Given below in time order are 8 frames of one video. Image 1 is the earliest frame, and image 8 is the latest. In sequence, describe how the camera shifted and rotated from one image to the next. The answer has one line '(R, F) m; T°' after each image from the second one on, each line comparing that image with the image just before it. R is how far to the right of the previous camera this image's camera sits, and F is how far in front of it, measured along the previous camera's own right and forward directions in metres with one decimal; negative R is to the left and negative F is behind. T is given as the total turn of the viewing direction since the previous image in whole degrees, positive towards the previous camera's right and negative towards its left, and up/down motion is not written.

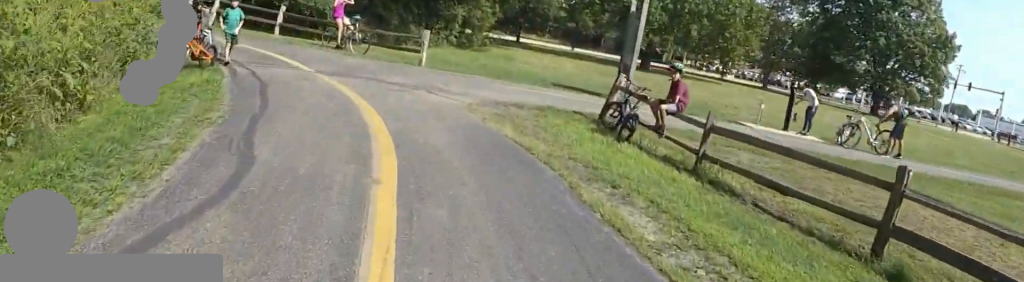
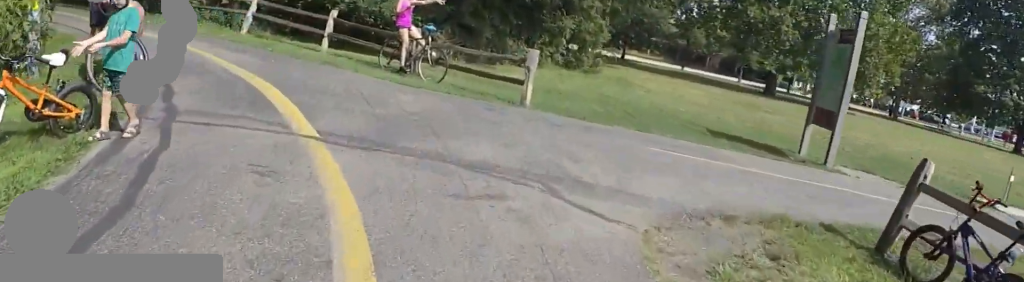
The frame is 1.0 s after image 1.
(-0.7, +5.9) m; -15°
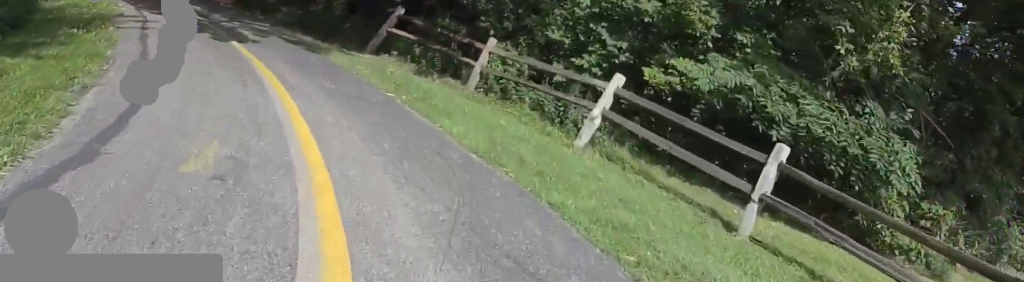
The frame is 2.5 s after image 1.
(-2.0, +7.8) m; -25°
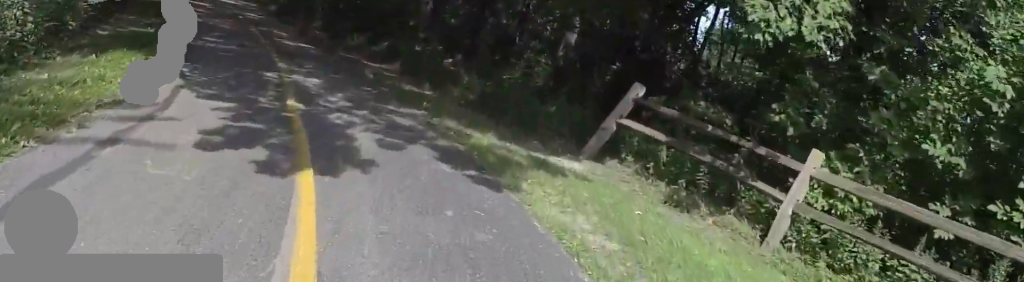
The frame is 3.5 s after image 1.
(0.0, +4.8) m; -10°
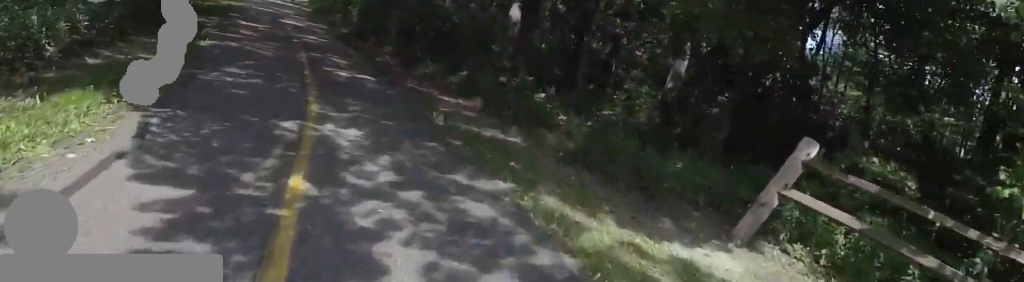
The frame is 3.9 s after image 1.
(-0.4, +2.1) m; -8°
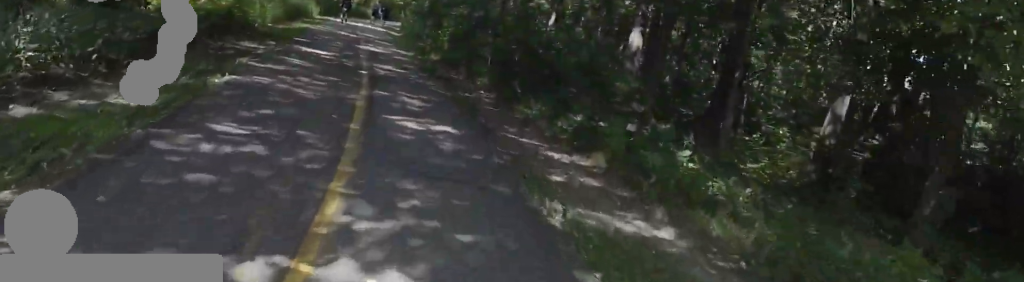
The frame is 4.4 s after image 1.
(-0.1, +2.5) m; -9°
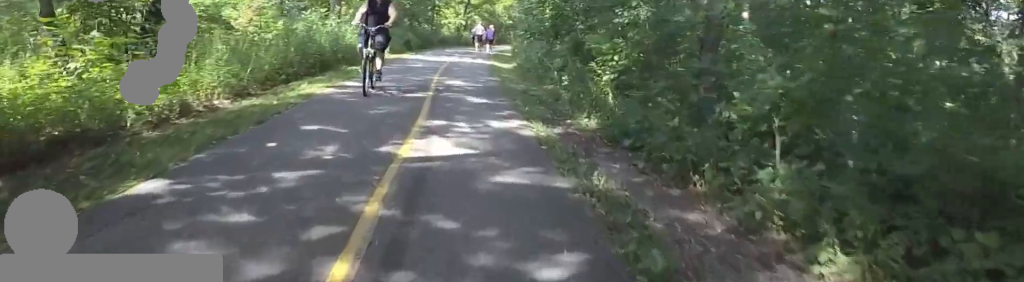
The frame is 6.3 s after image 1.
(-1.9, +7.9) m; -9°
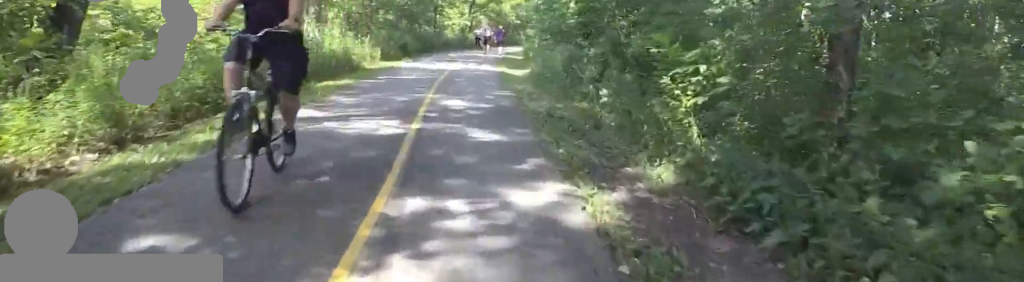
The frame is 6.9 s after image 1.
(+0.3, +2.2) m; +7°
